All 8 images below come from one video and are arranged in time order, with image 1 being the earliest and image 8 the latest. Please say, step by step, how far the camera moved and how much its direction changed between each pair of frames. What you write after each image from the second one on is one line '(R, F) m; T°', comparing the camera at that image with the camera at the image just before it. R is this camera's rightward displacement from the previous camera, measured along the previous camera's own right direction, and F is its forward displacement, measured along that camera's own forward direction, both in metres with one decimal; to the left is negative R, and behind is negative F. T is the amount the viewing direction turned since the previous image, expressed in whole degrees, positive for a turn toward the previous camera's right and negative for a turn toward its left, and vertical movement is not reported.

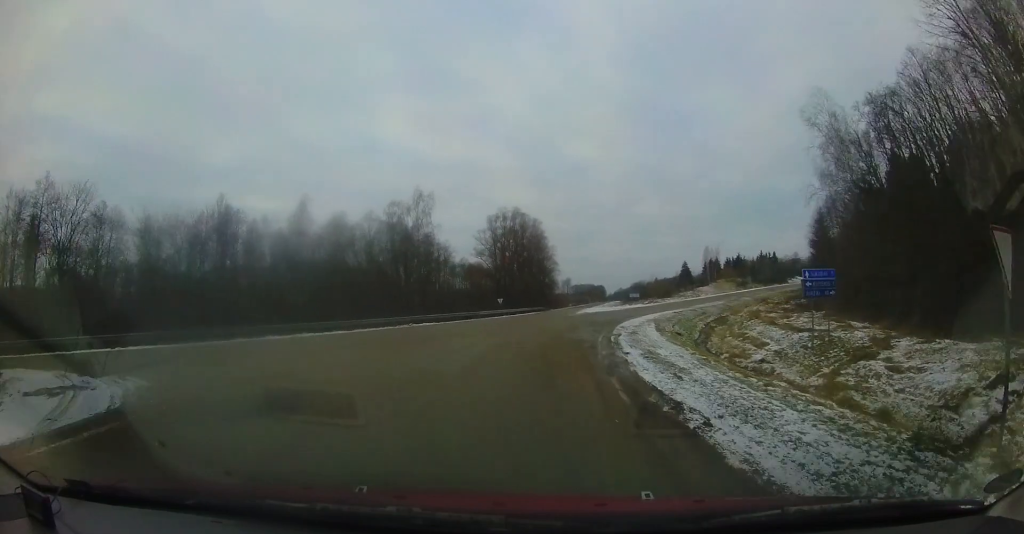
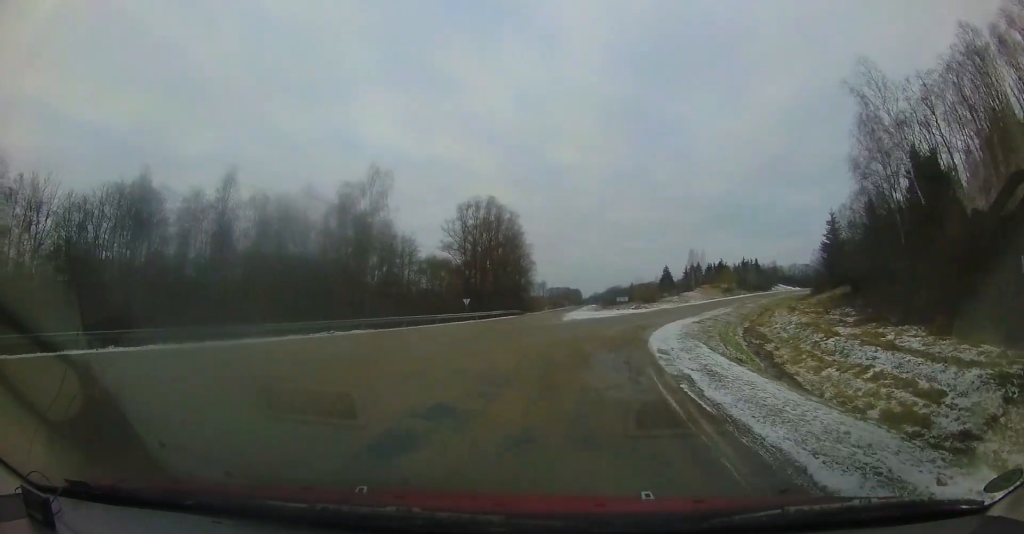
(0.0, +8.9) m; -1°
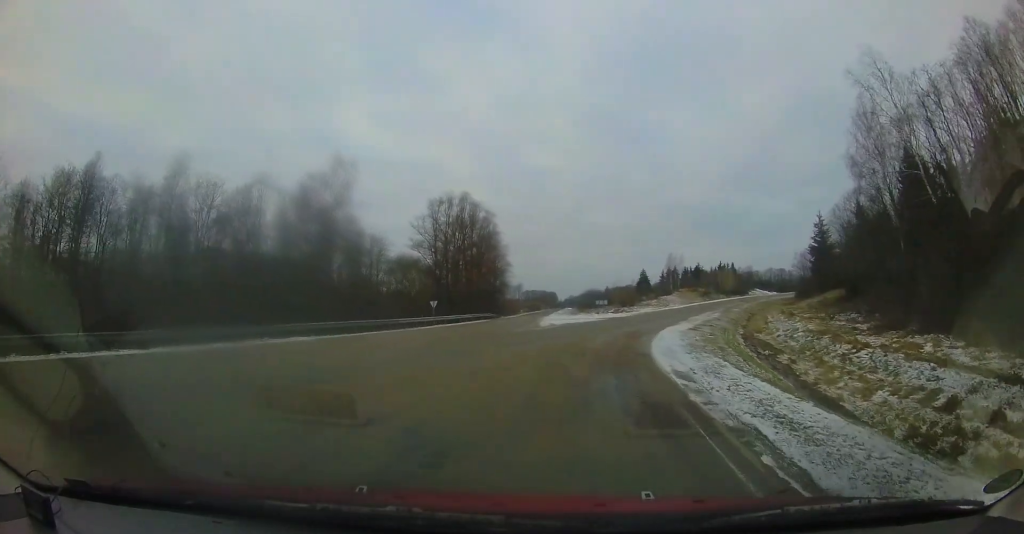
(-0.3, +3.7) m; +1°
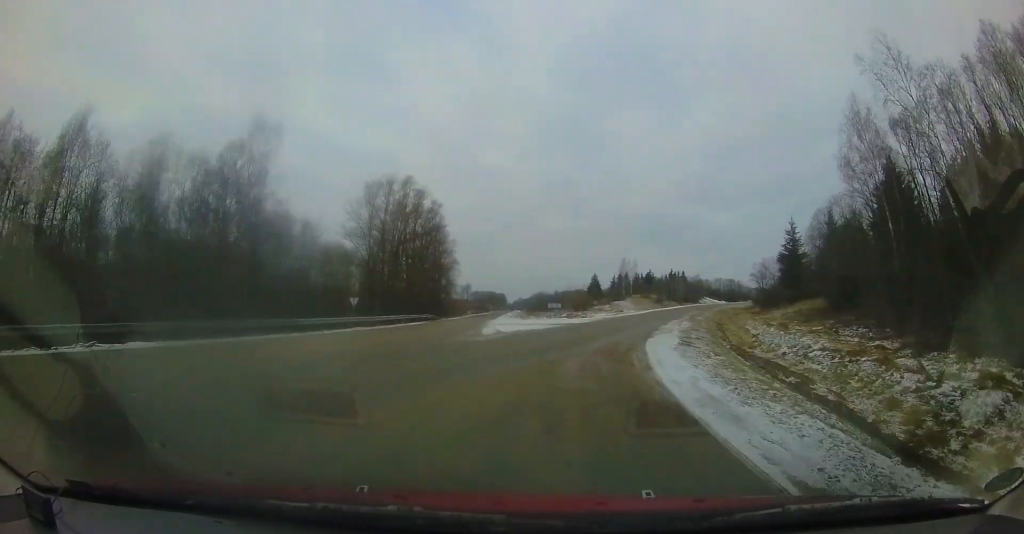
(+0.7, +6.1) m; +15°
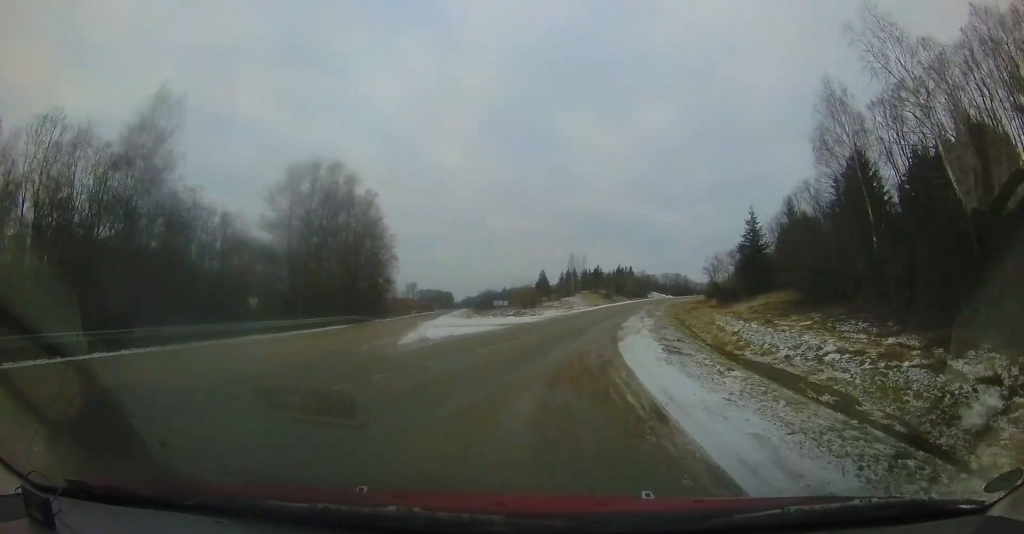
(+0.7, +4.6) m; +9°
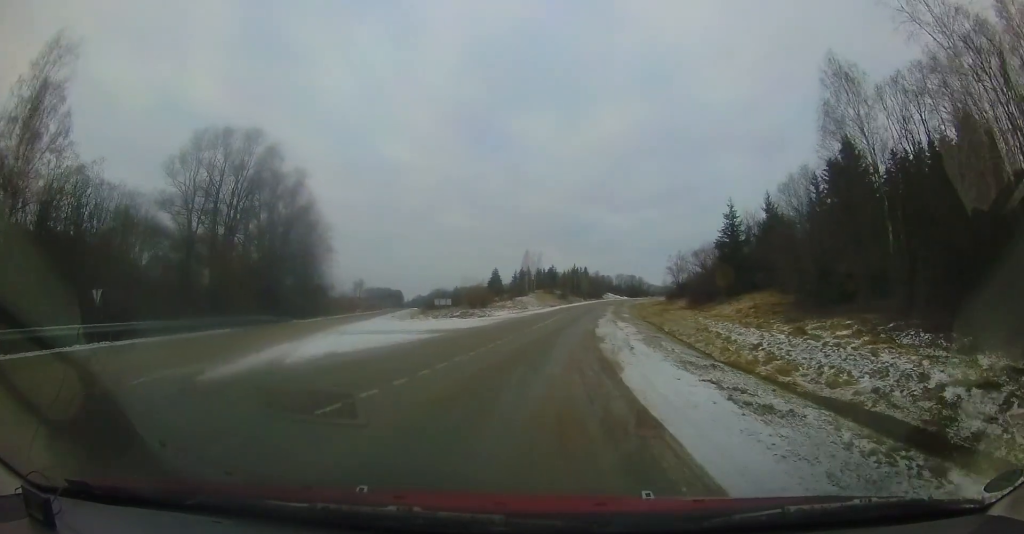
(+0.6, +6.5) m; +8°
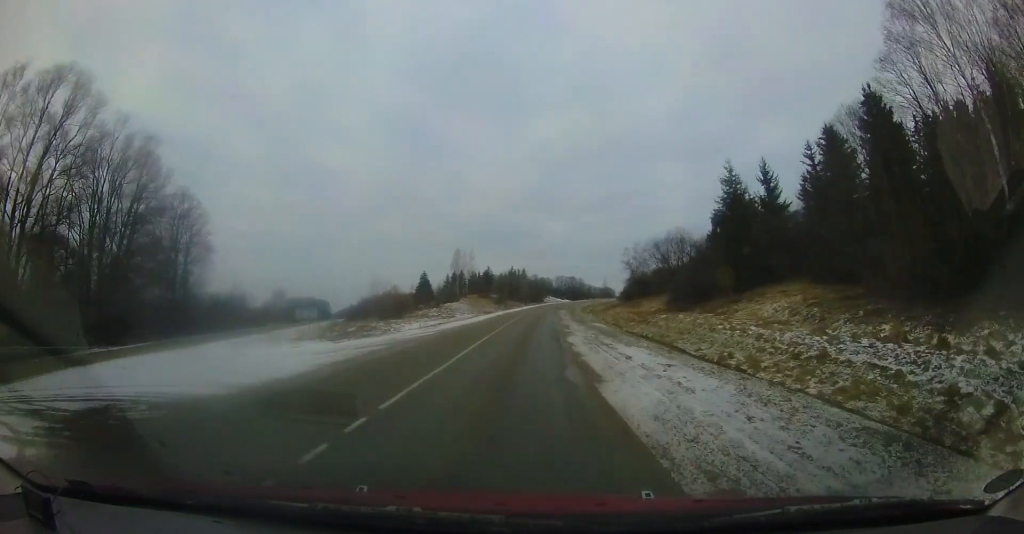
(+1.1, +13.8) m; +8°
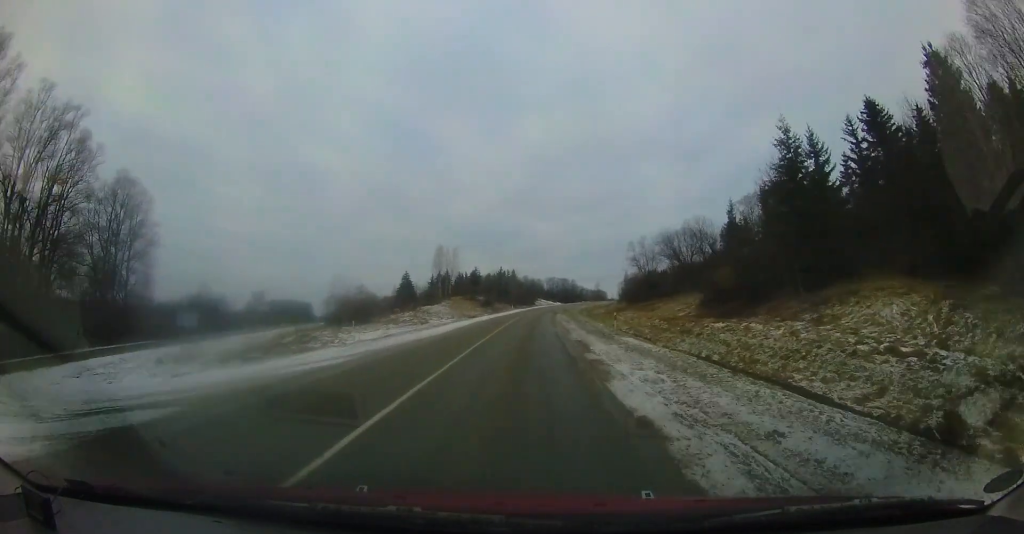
(+0.3, +8.9) m; +3°
